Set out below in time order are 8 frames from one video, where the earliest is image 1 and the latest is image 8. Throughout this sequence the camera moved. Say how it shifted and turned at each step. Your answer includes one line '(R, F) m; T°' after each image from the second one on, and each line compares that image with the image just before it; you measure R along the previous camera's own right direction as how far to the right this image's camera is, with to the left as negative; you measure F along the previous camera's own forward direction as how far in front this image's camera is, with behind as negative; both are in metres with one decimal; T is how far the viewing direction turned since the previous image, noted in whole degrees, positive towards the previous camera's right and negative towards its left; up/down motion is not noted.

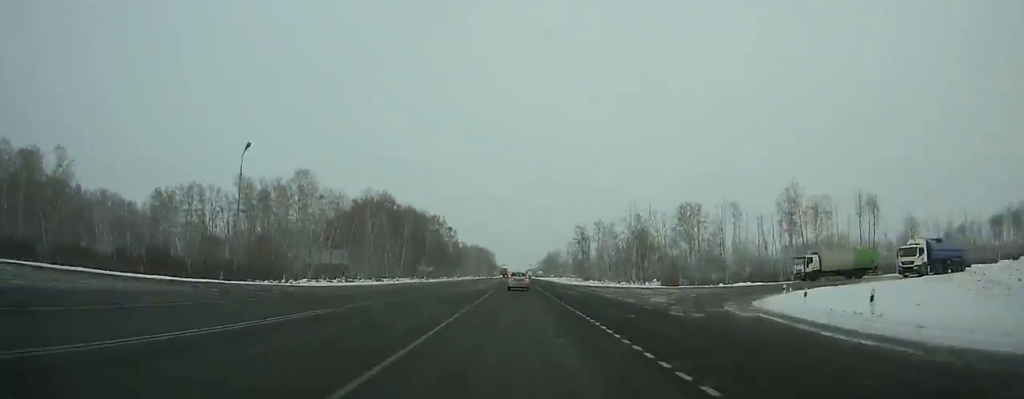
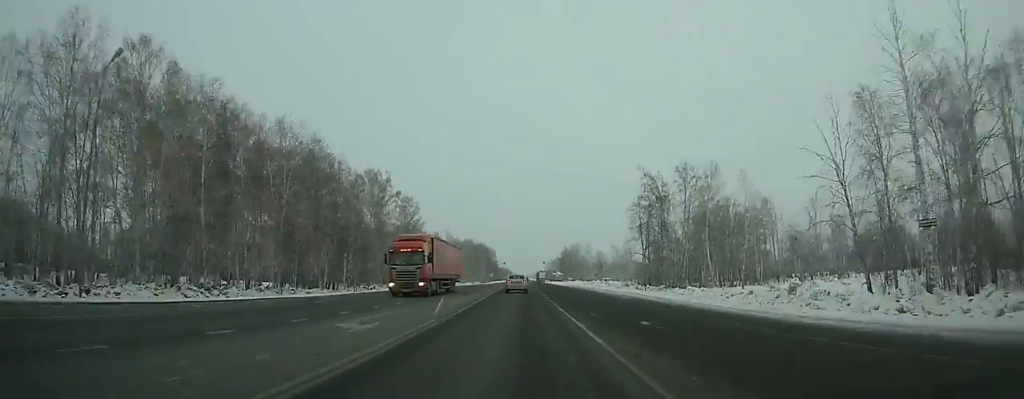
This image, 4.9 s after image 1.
(-0.5, +102.2) m; -1°
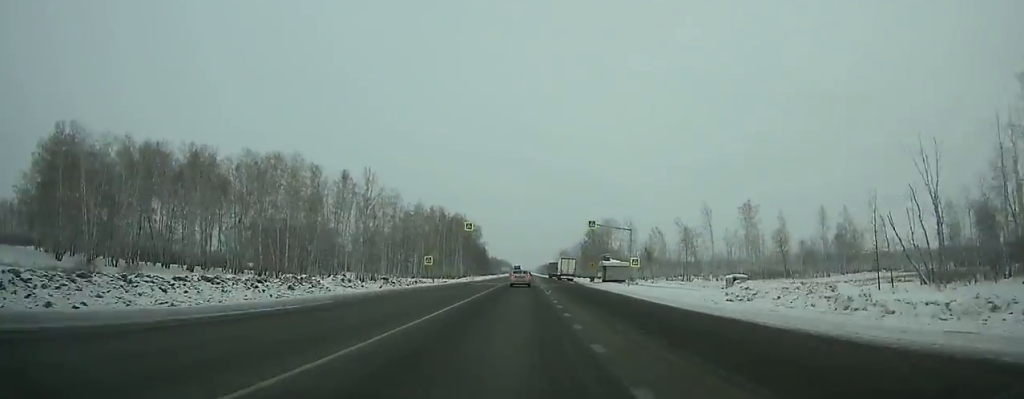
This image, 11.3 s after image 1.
(-0.7, +137.4) m; 0°
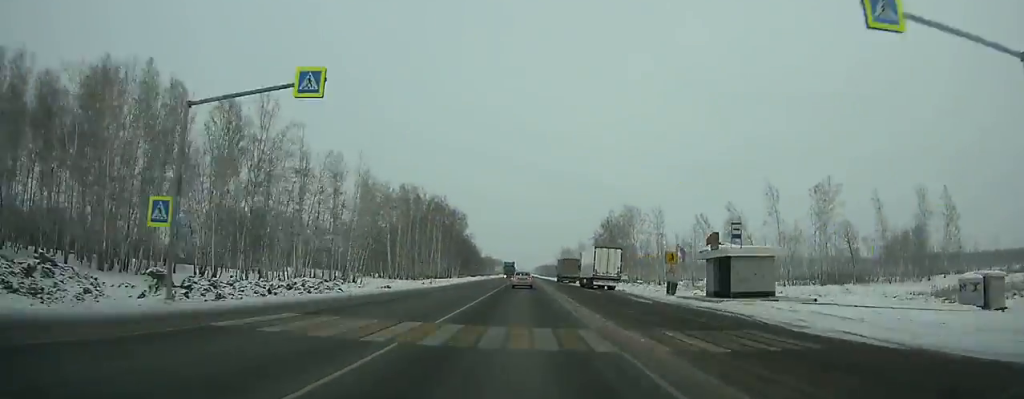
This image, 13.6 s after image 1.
(+0.2, +51.0) m; 0°
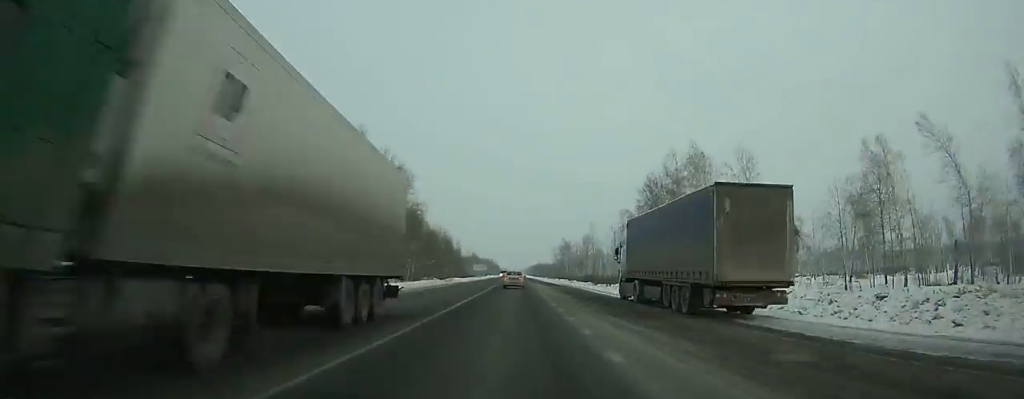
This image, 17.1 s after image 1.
(-0.1, +79.5) m; 0°
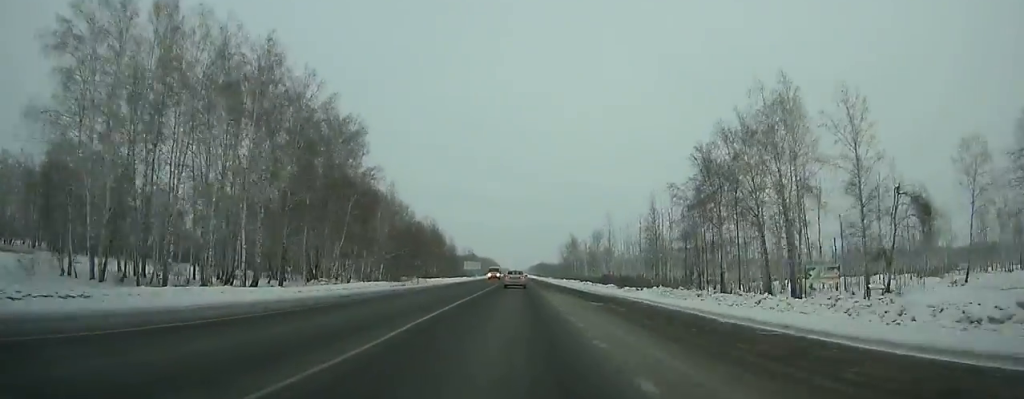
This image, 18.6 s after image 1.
(+0.1, +34.6) m; 0°
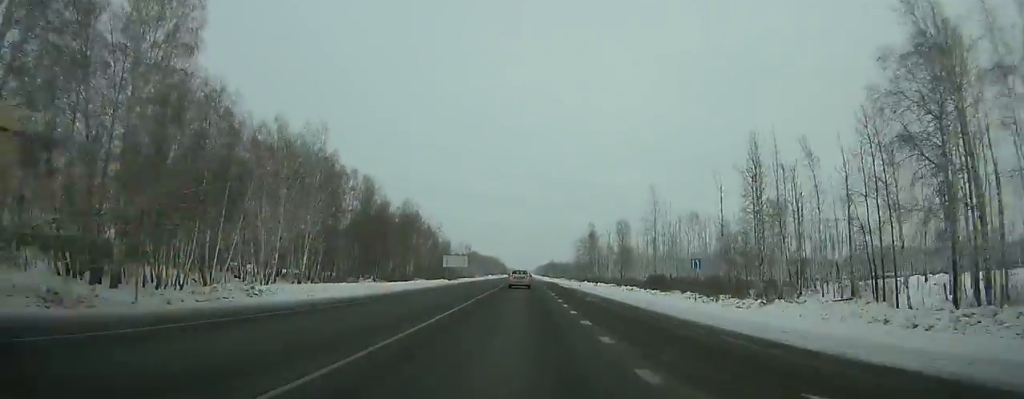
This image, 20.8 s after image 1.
(+0.1, +51.0) m; 0°
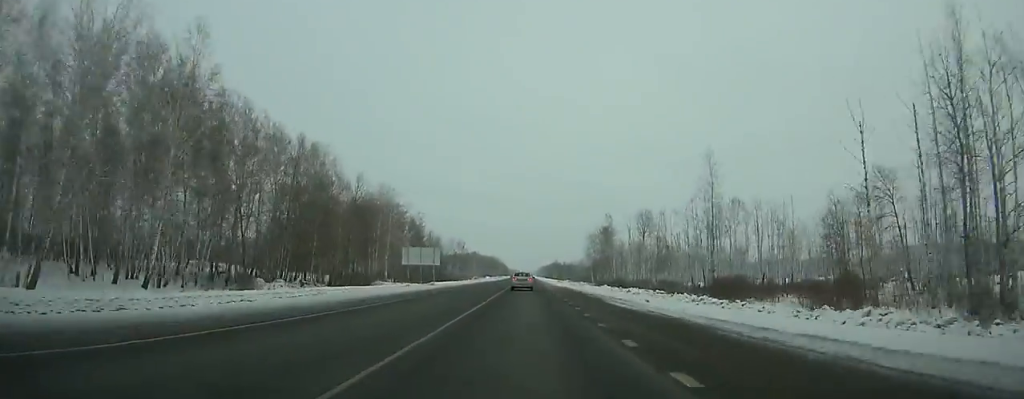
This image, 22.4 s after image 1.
(-0.1, +37.2) m; 0°
